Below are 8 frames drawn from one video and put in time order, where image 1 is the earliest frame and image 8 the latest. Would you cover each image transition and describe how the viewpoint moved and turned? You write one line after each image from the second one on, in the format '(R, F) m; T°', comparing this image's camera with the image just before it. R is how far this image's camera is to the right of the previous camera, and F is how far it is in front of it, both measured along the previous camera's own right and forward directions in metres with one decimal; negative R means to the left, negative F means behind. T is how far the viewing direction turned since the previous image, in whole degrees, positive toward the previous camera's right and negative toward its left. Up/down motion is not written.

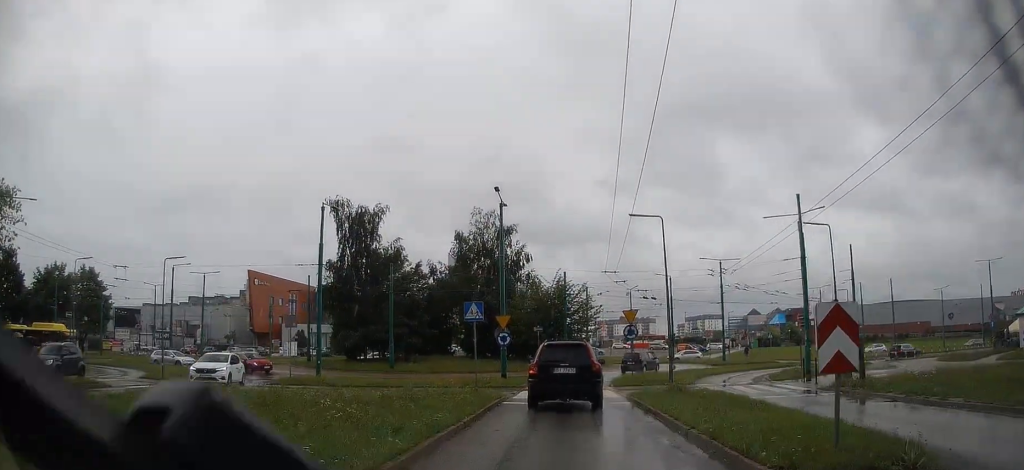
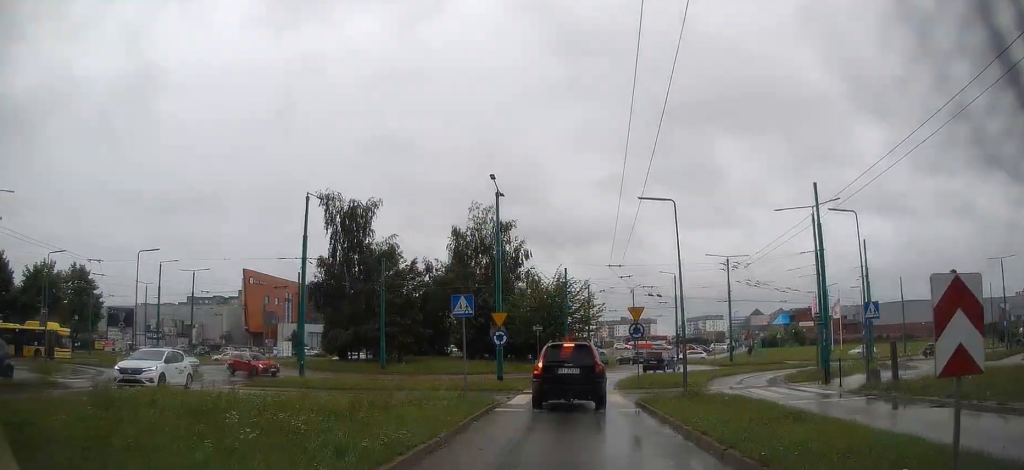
(+0.2, +2.2) m; 0°
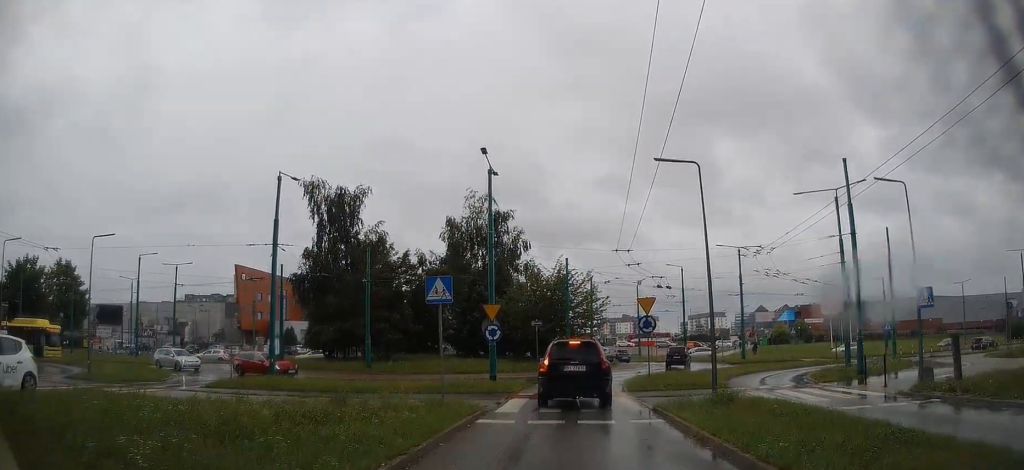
(-0.3, +3.0) m; -3°
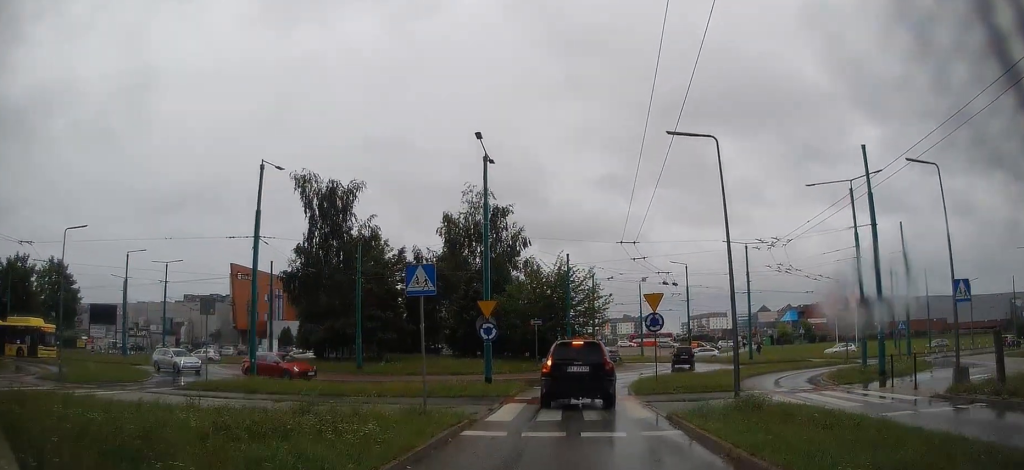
(0.0, +1.6) m; -1°
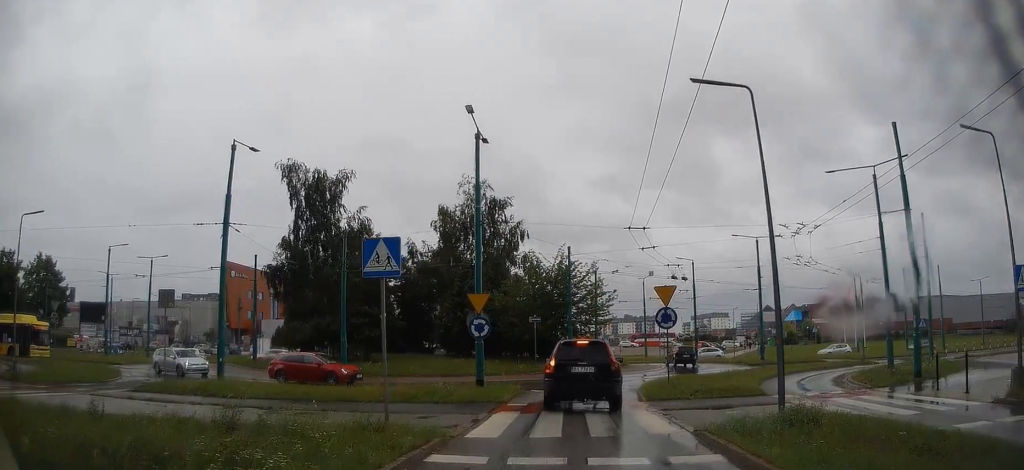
(+0.1, +2.2) m; +1°
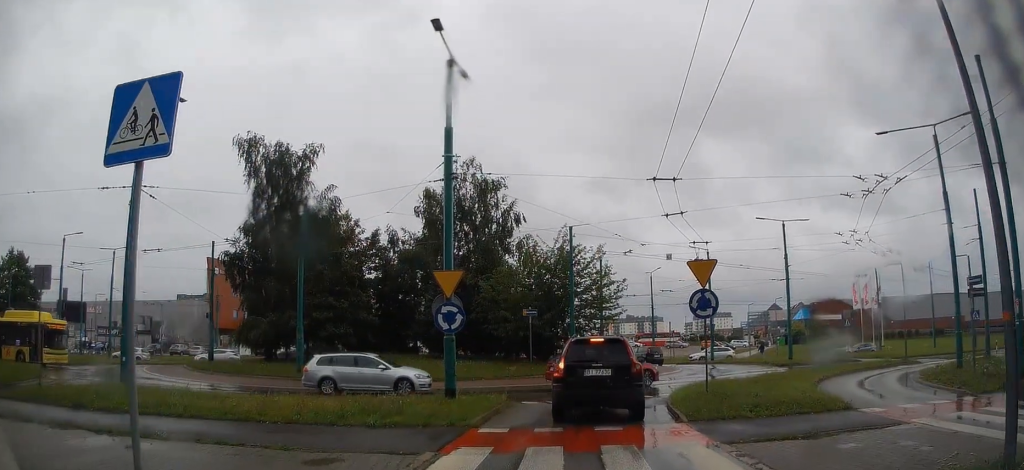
(-0.3, +6.0) m; -1°
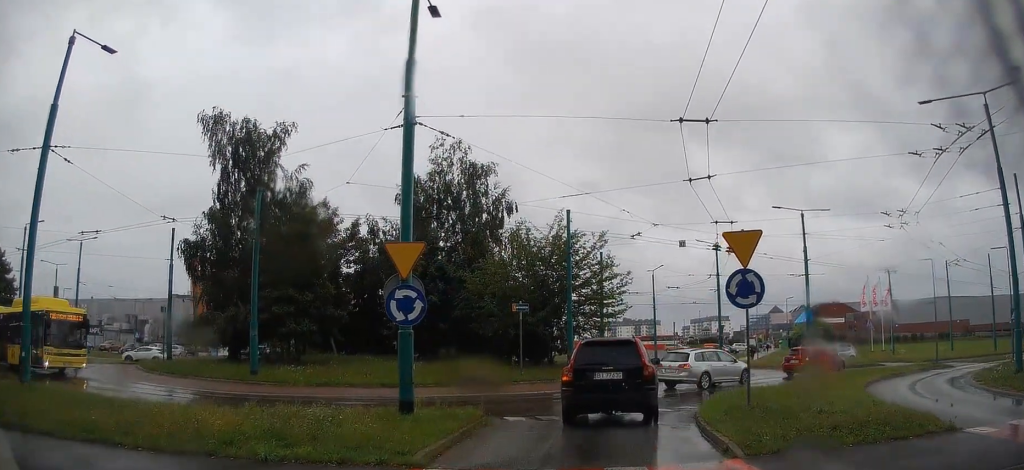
(+0.2, +5.2) m; -1°
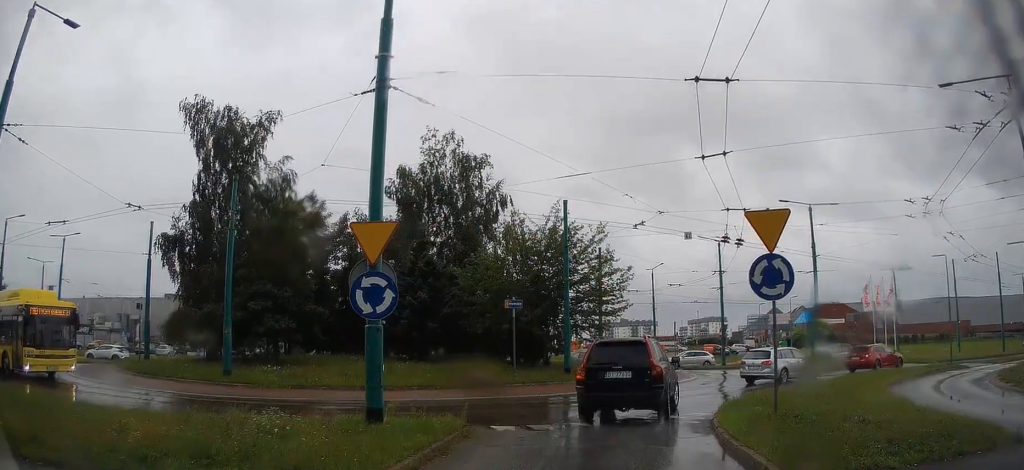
(-0.1, +1.8) m; +3°
